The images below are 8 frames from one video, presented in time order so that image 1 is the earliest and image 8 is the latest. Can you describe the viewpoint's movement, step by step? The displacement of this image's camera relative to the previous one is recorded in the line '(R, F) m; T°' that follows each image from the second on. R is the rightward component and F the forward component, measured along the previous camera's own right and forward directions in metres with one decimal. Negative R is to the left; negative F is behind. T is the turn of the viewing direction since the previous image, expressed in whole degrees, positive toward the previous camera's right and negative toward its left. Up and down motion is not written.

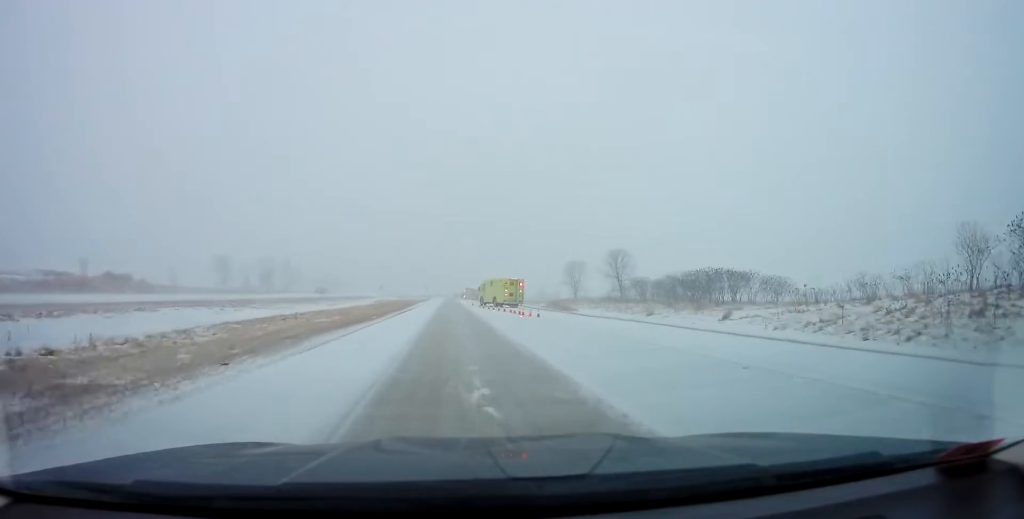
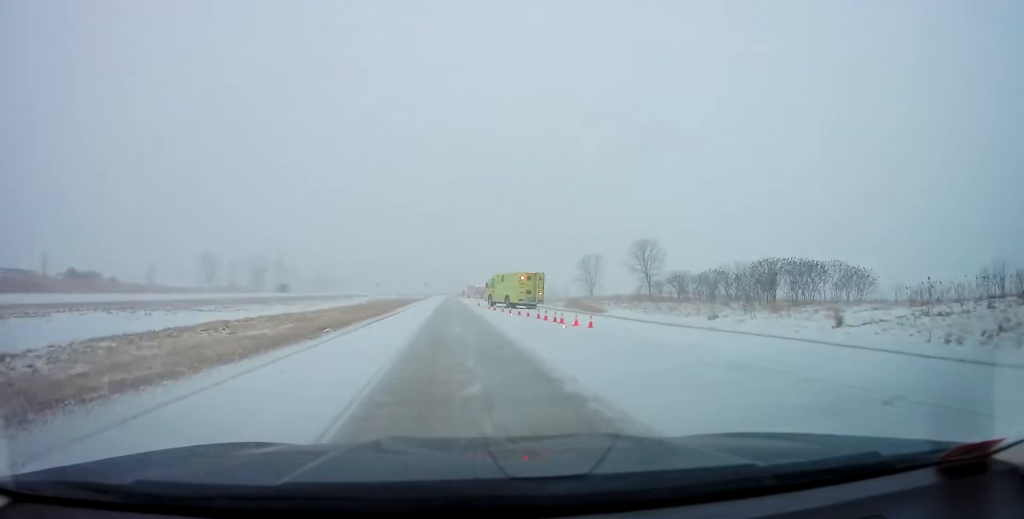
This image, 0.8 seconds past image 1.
(+0.1, +12.4) m; 0°
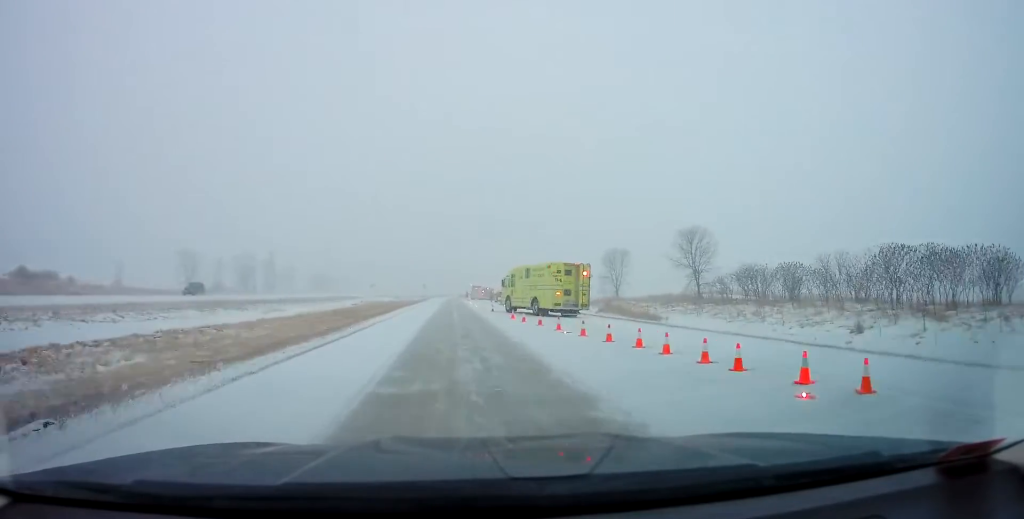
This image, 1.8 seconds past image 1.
(-0.1, +15.5) m; 0°
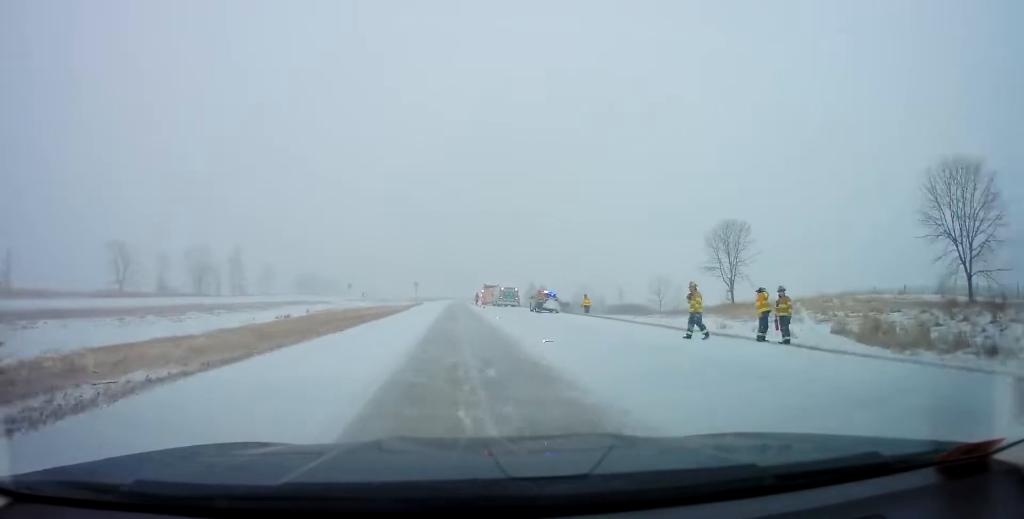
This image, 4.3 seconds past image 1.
(+0.3, +38.3) m; 0°
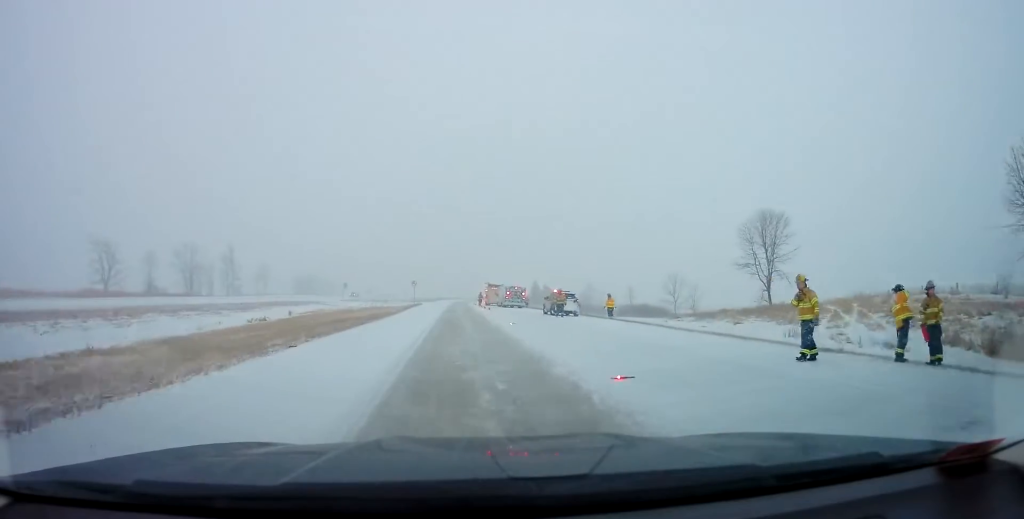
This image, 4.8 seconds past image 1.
(0.0, +6.9) m; 0°
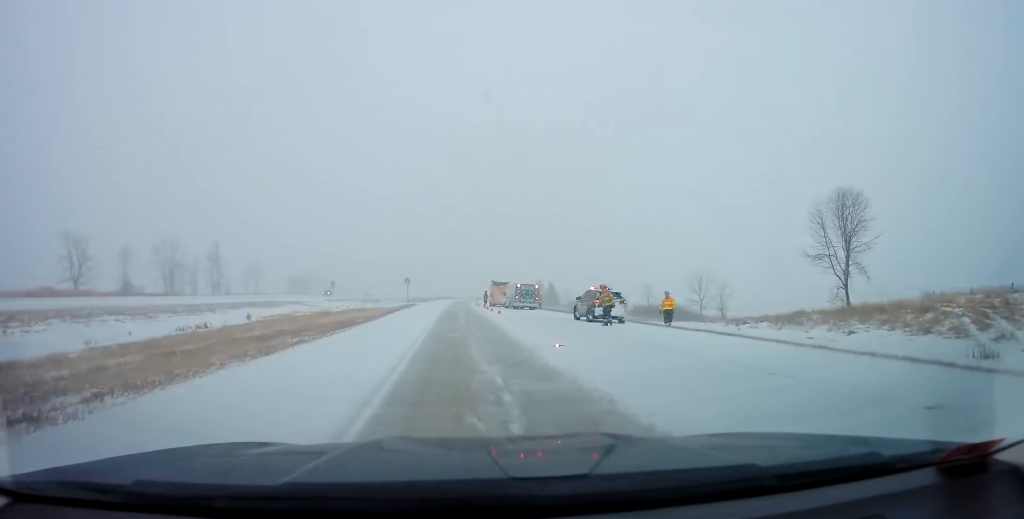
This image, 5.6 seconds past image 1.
(0.0, +11.2) m; -1°
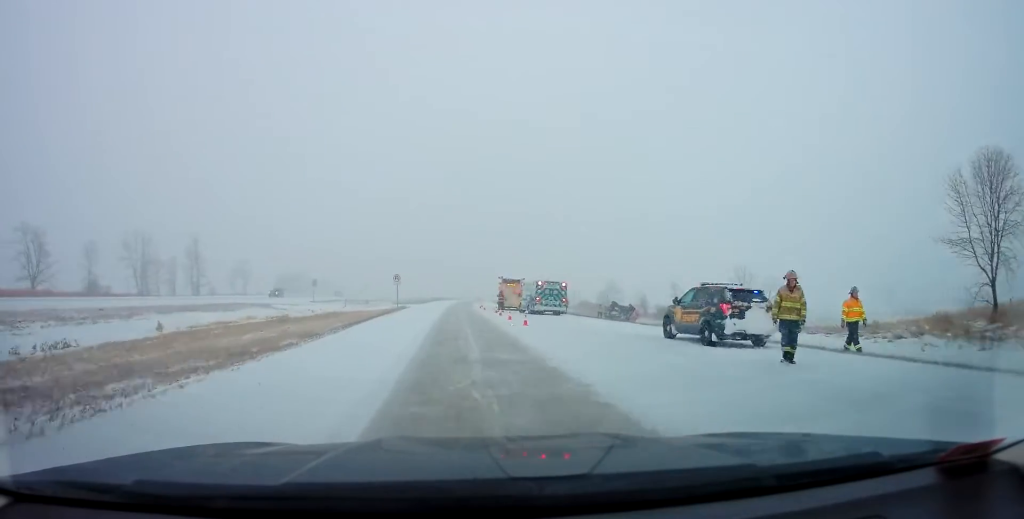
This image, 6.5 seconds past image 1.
(-0.1, +14.0) m; -1°
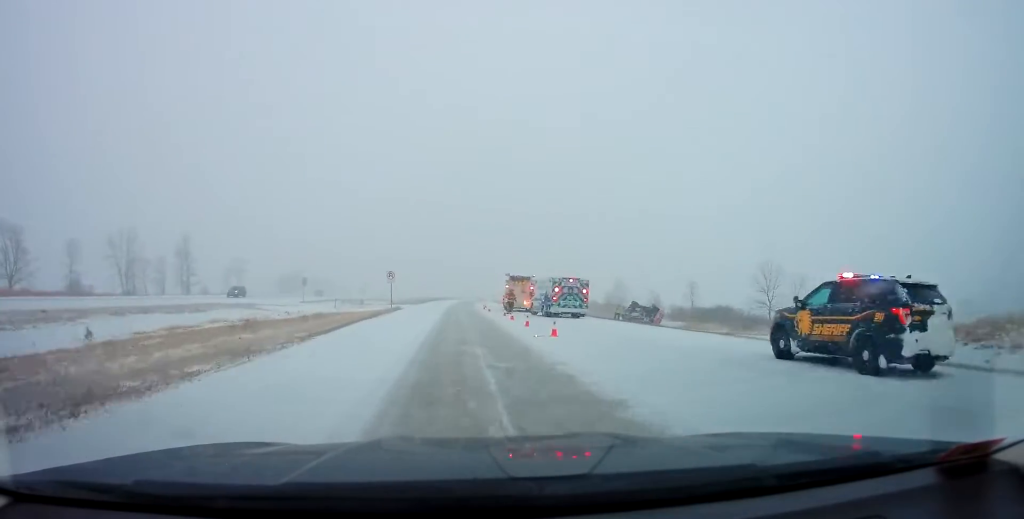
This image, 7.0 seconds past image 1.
(-0.2, +6.8) m; 0°
